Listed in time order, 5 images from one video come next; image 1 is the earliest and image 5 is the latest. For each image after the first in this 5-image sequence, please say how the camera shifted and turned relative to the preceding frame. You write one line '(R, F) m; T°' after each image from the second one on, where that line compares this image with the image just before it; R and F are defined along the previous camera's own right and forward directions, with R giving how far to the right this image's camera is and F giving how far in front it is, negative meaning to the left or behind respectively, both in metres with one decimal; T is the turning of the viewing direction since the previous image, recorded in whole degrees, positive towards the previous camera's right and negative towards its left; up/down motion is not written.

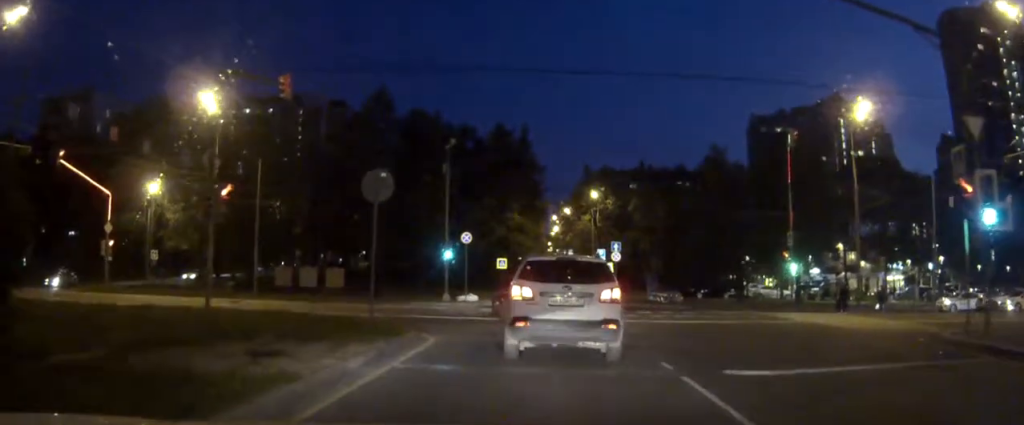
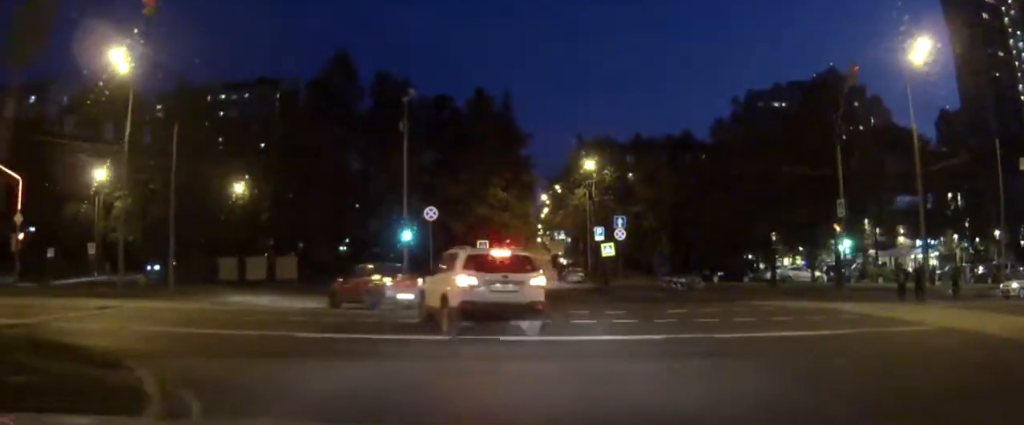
(+0.3, +10.1) m; +3°
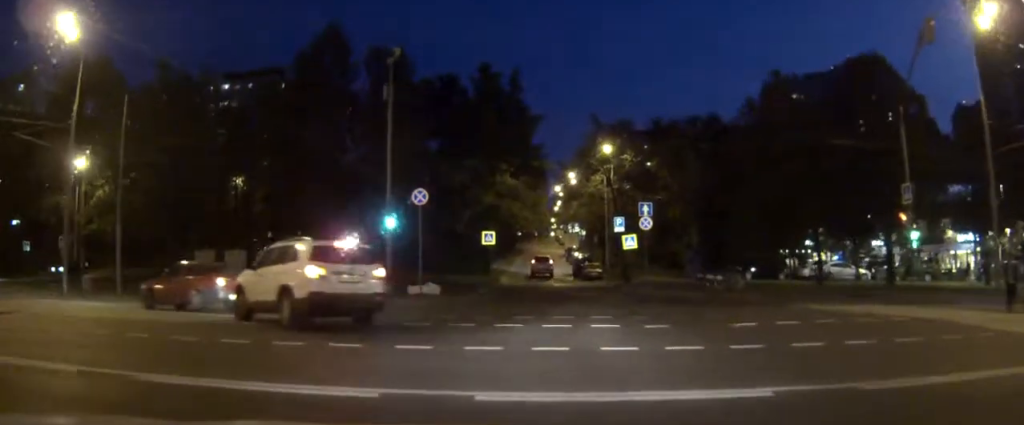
(0.0, +6.9) m; -1°
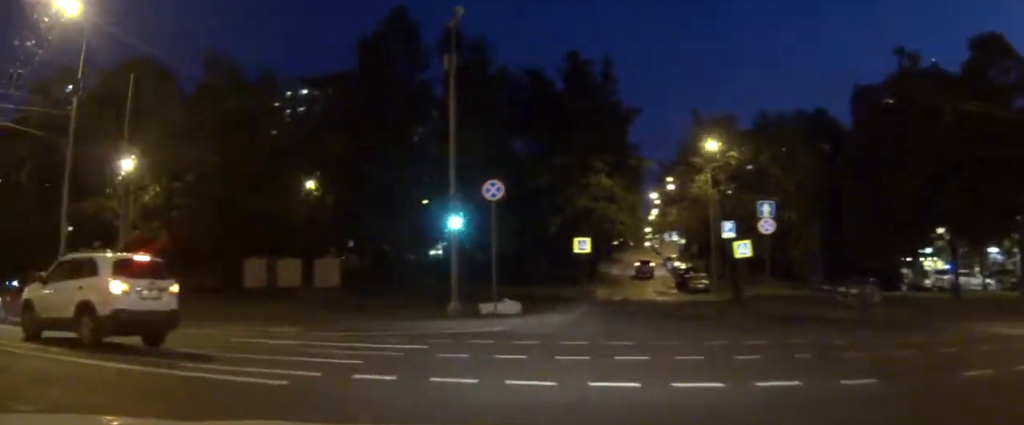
(-0.4, +6.9) m; -9°
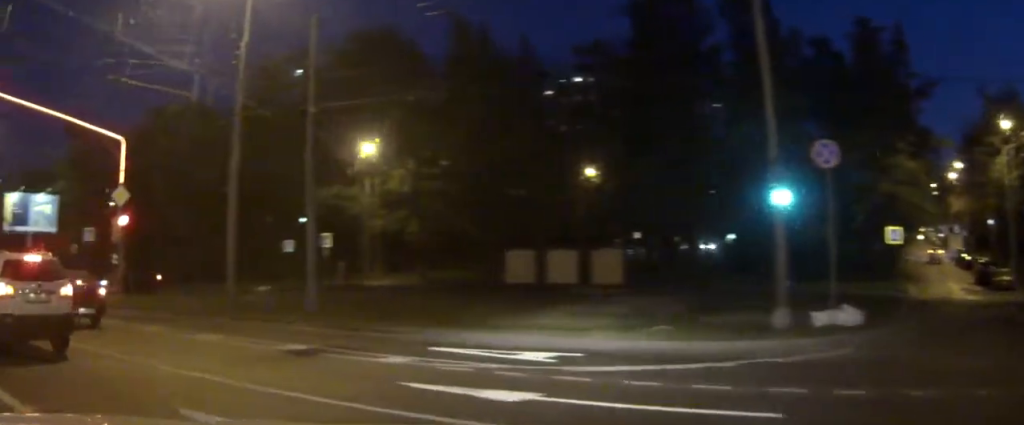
(-0.7, +8.0) m; -11°
